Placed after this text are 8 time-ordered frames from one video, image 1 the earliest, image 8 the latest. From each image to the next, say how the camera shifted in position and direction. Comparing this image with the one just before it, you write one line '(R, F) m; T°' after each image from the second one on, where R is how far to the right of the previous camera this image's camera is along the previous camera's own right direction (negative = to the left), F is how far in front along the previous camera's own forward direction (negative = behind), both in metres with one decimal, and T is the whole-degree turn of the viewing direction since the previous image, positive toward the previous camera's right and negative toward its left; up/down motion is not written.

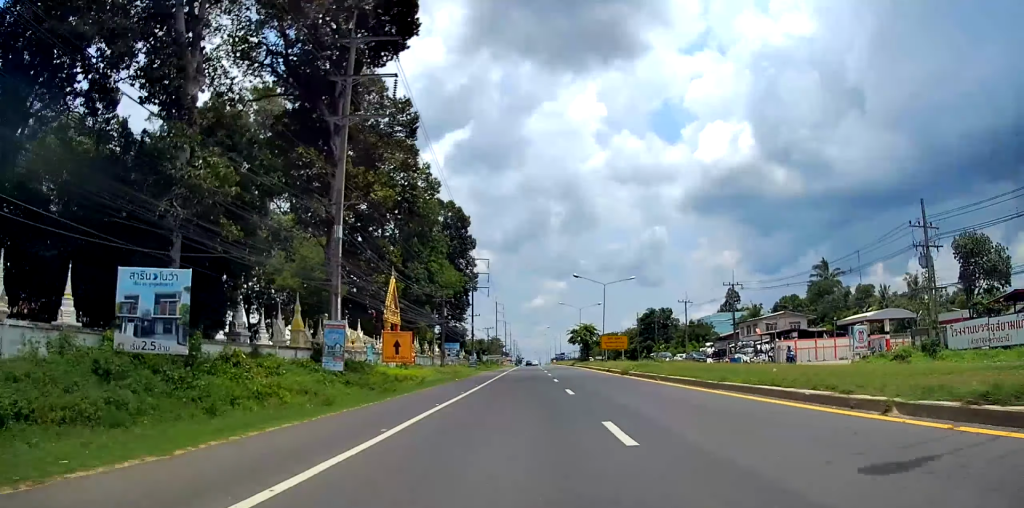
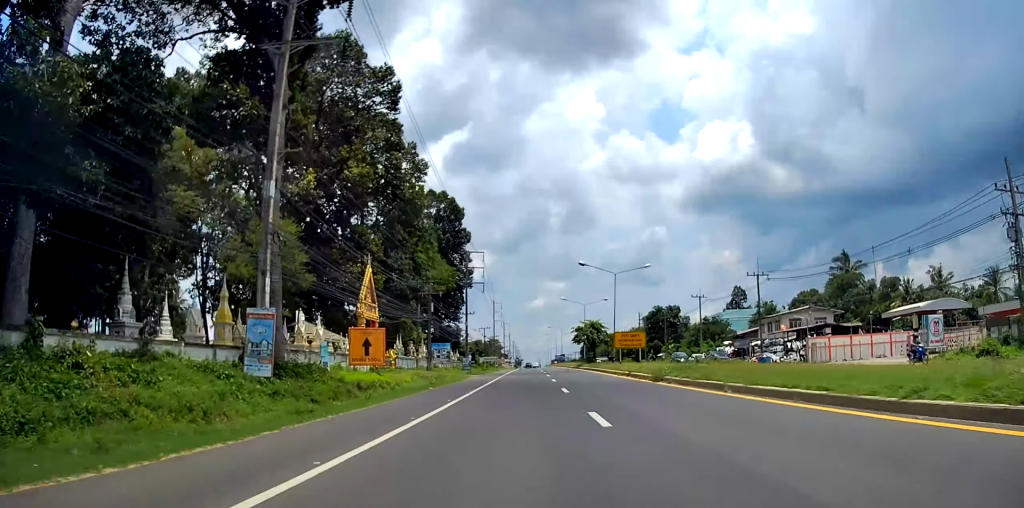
(0.0, +9.5) m; 0°
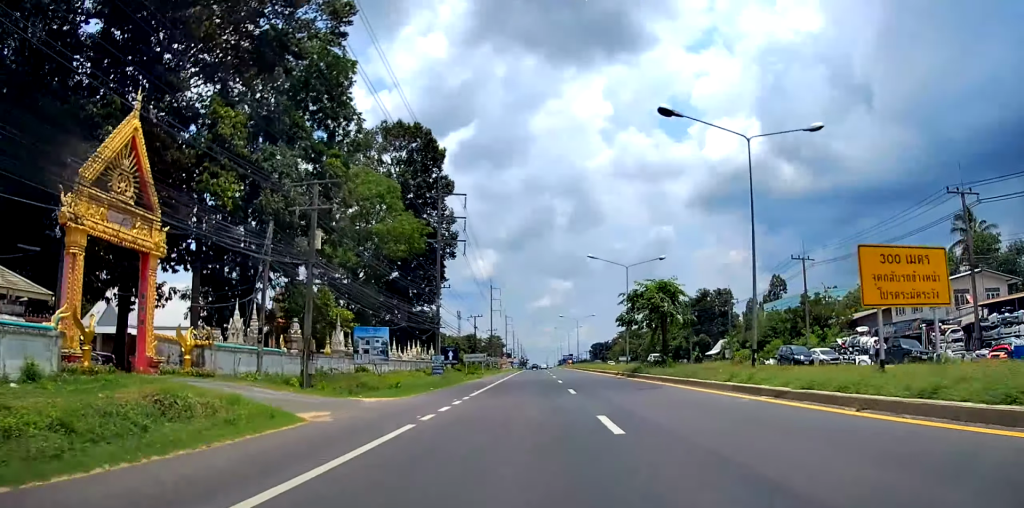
(-0.3, +36.1) m; -1°
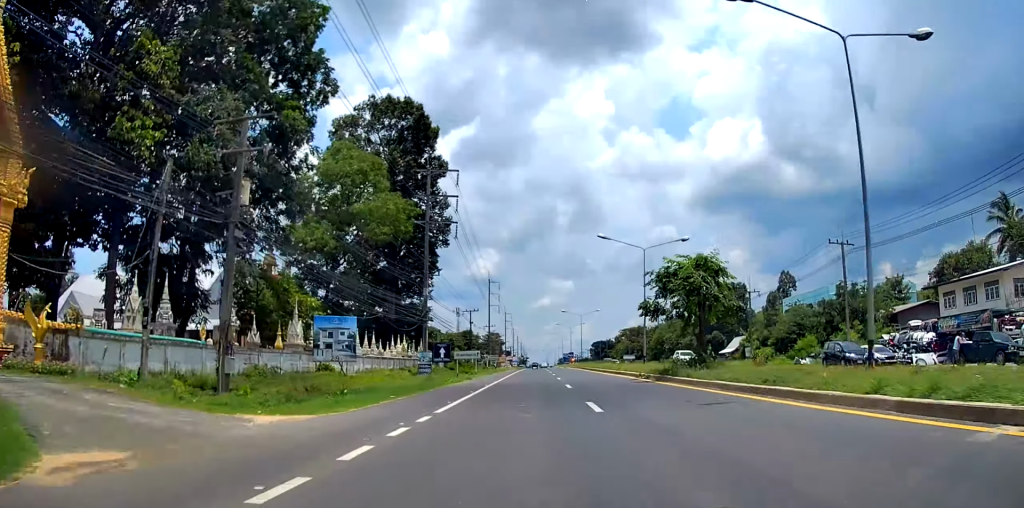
(-0.1, +8.4) m; 0°
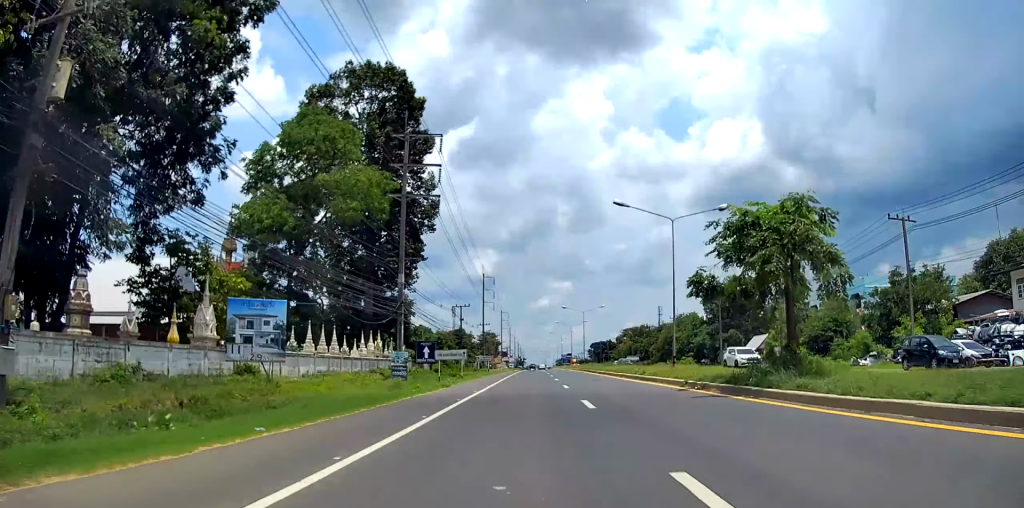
(0.0, +10.2) m; 0°
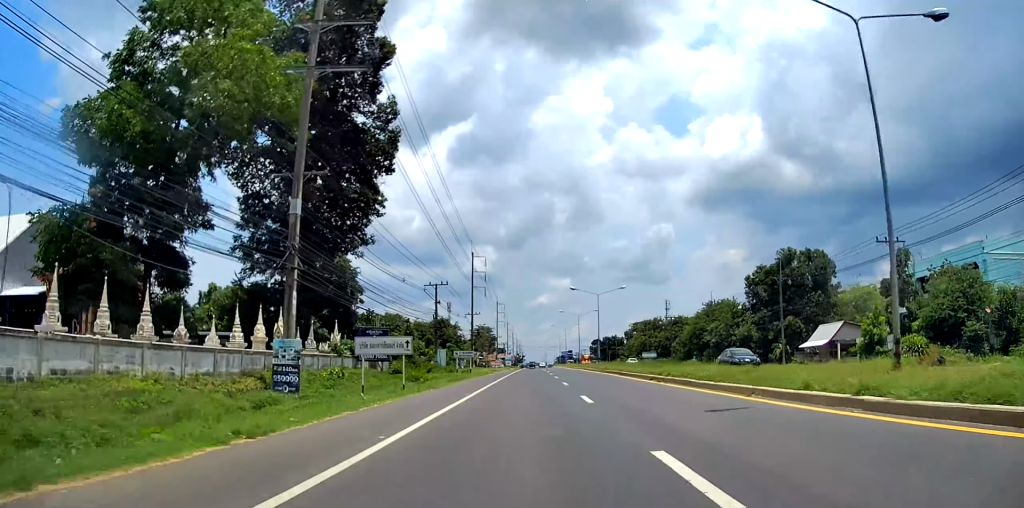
(0.0, +22.7) m; 0°
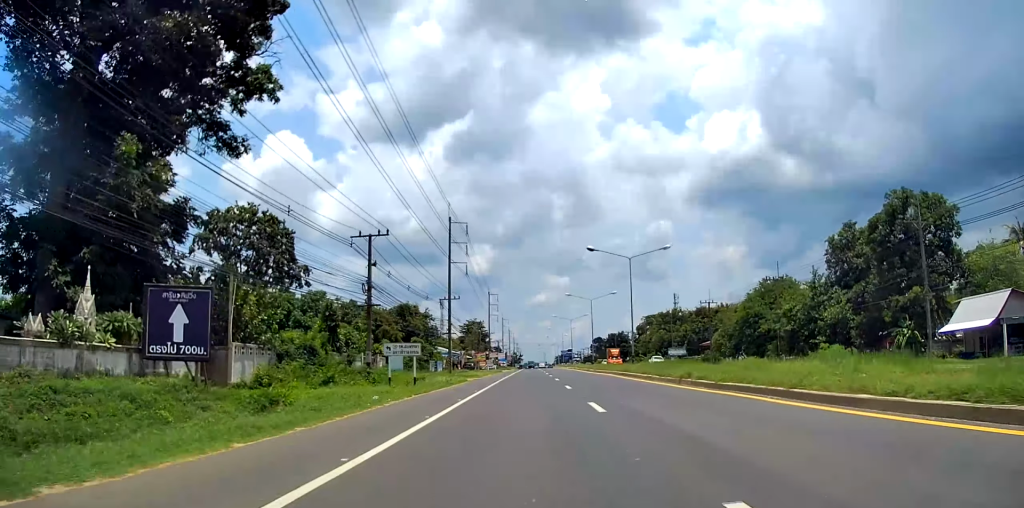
(0.0, +26.0) m; 0°
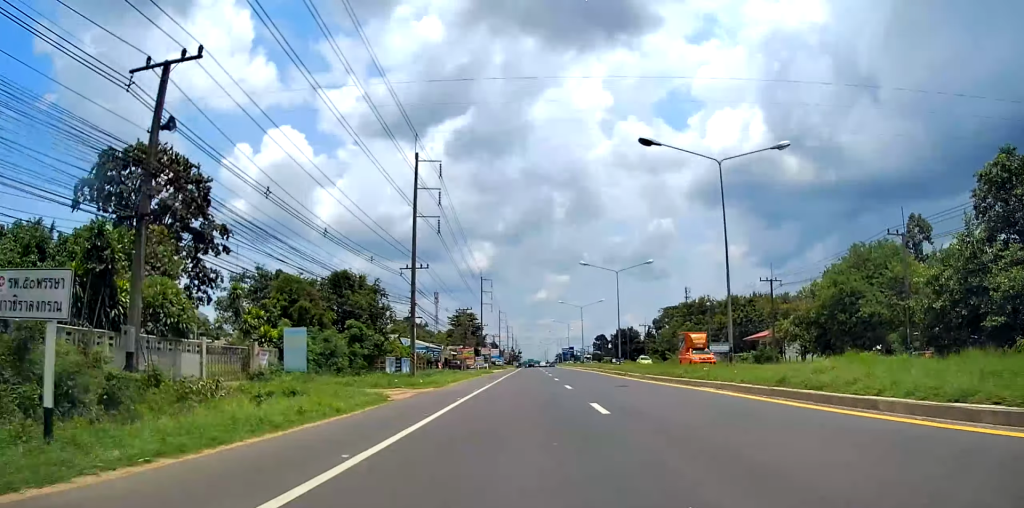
(0.0, +24.7) m; 0°
